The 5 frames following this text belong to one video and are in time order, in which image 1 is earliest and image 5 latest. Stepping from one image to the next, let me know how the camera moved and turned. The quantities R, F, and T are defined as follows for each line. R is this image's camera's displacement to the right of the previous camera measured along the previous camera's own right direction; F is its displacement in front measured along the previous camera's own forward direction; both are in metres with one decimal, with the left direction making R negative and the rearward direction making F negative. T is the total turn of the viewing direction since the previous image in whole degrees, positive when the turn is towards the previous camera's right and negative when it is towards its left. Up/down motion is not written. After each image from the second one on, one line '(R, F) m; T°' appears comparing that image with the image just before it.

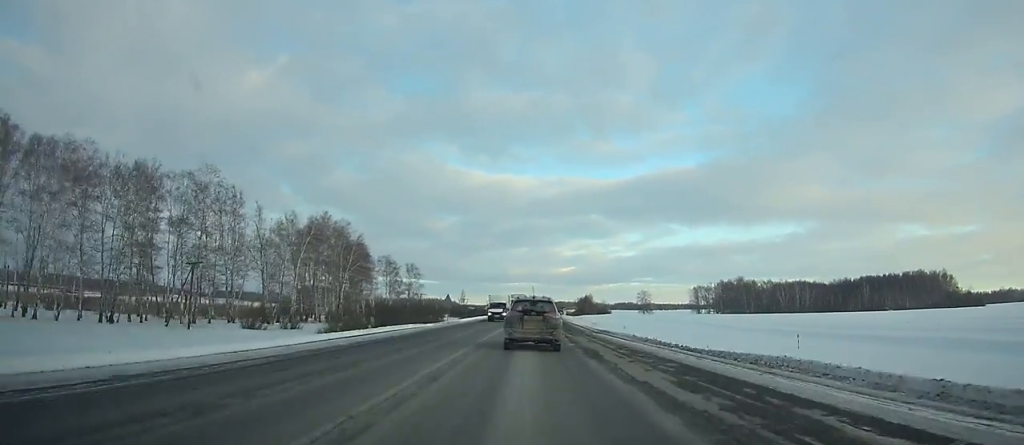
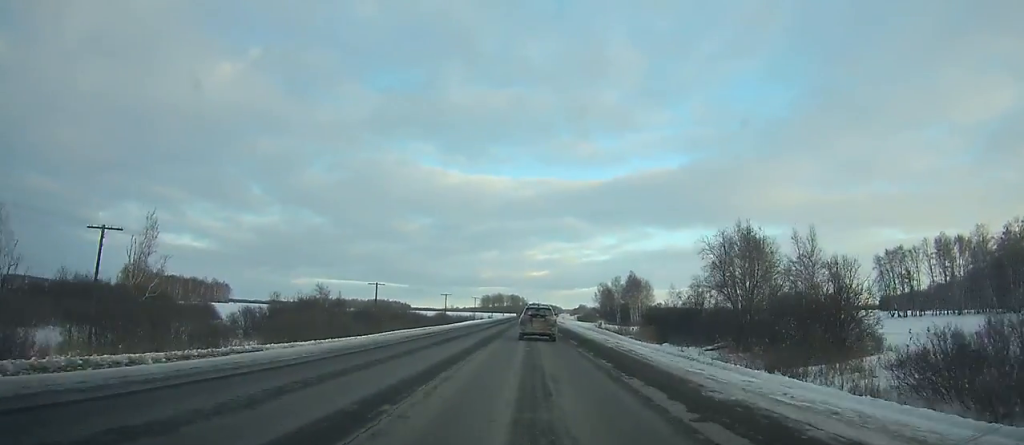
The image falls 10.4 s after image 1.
(+7.6, +271.1) m; +3°
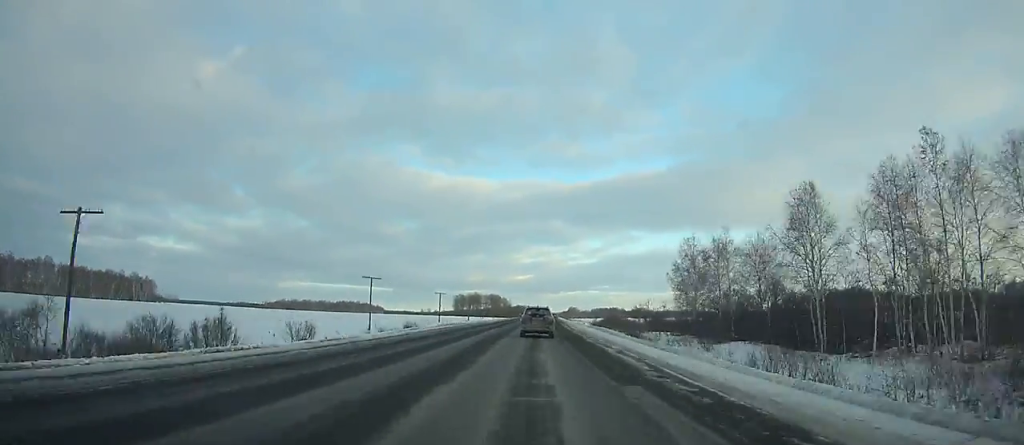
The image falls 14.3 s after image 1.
(+1.0, +107.6) m; +2°
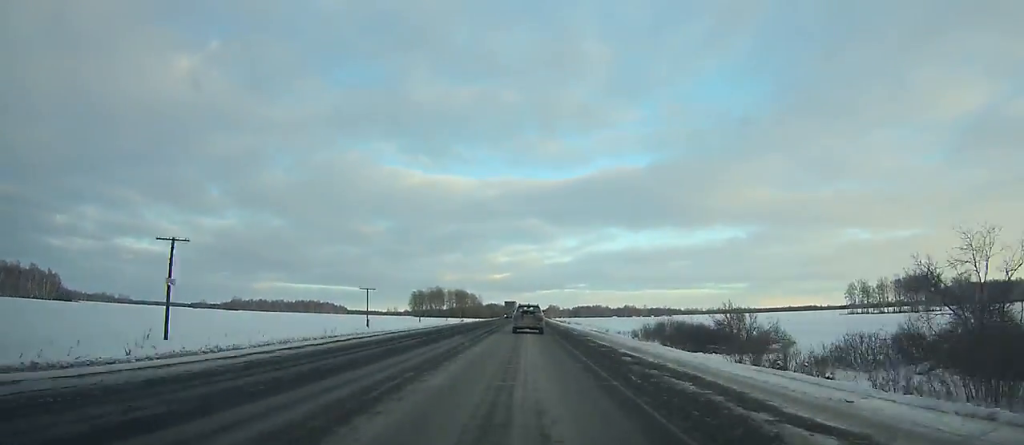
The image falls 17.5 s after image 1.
(+1.6, +90.7) m; +2°
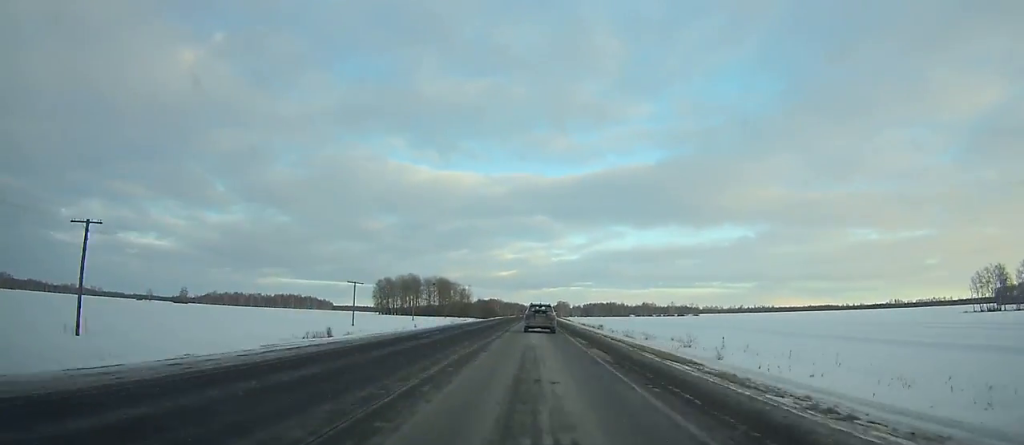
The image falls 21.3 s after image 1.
(+1.0, +109.5) m; +1°
